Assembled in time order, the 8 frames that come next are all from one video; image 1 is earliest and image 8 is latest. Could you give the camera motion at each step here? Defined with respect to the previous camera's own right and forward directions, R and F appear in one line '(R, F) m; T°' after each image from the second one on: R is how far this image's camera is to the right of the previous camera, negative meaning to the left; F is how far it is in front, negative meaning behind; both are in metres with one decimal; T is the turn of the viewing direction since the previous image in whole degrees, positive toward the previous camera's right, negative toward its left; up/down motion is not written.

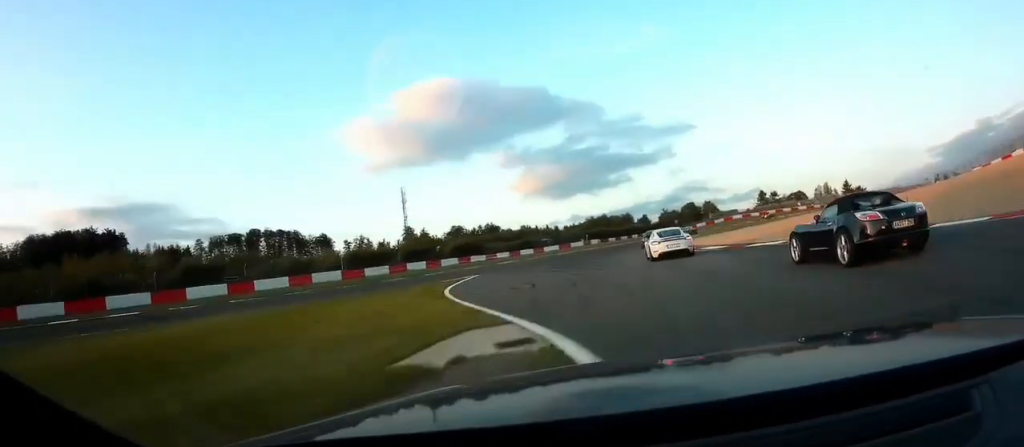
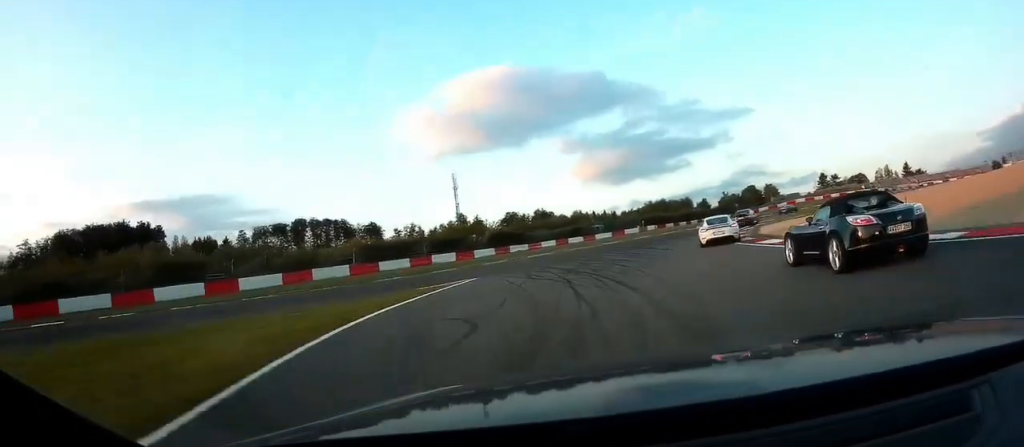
(-0.5, +10.1) m; -3°
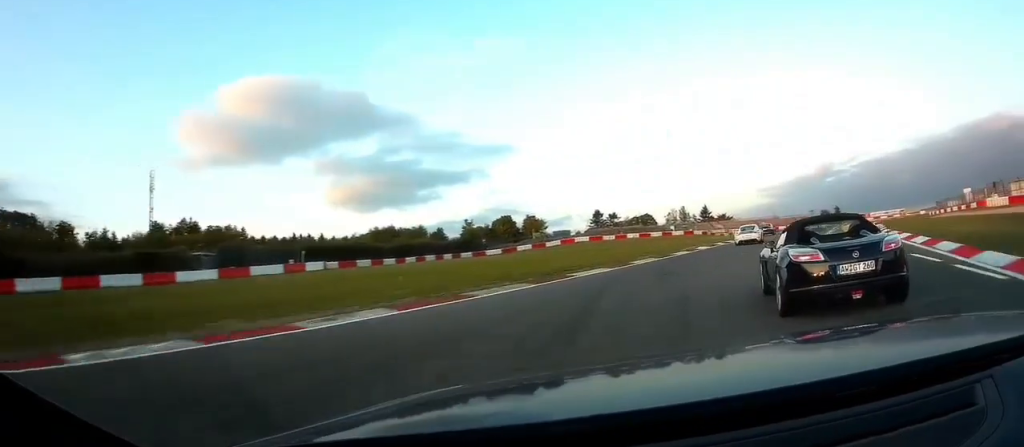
(-0.6, +55.9) m; +7°
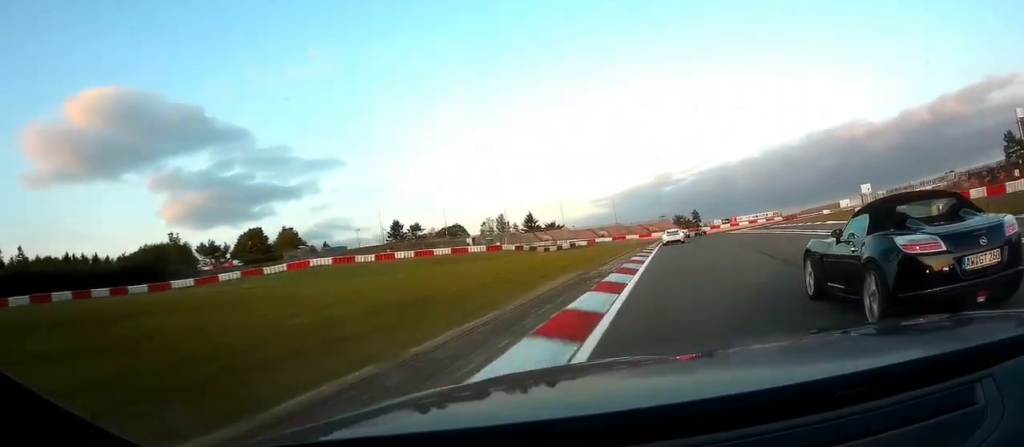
(+6.5, +45.0) m; +16°
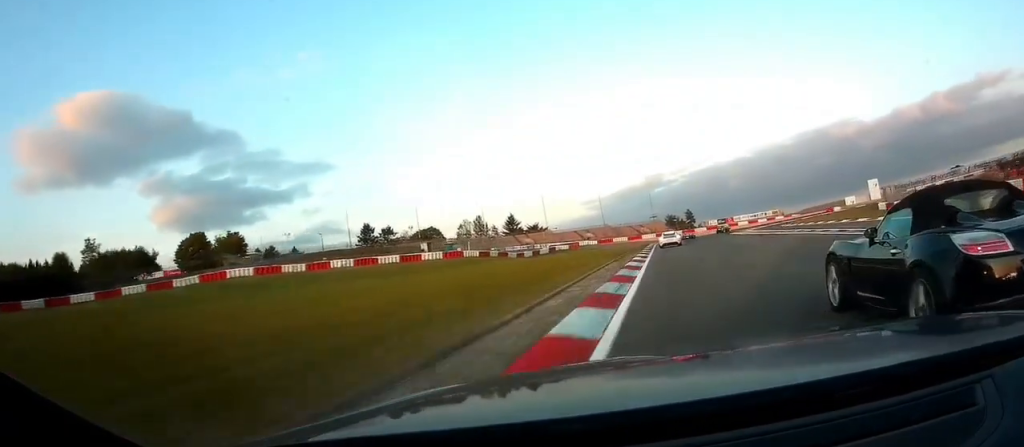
(+0.9, +15.6) m; +3°
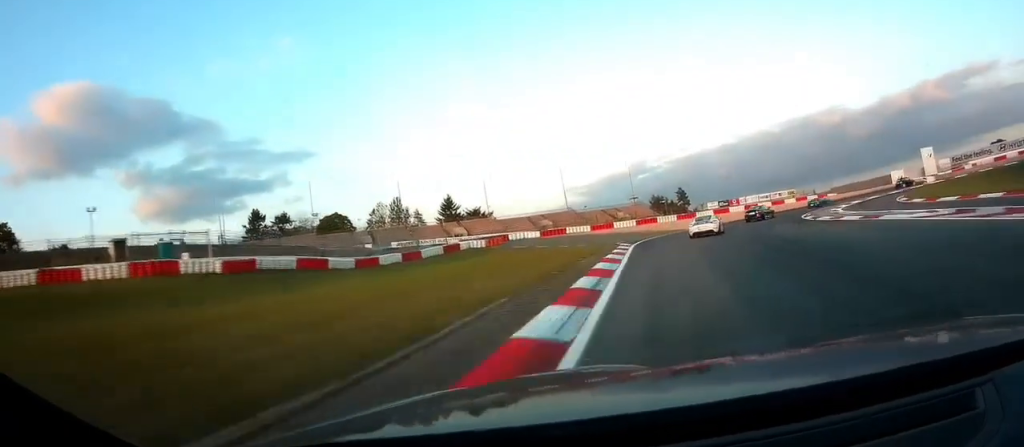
(+2.8, +51.8) m; +5°
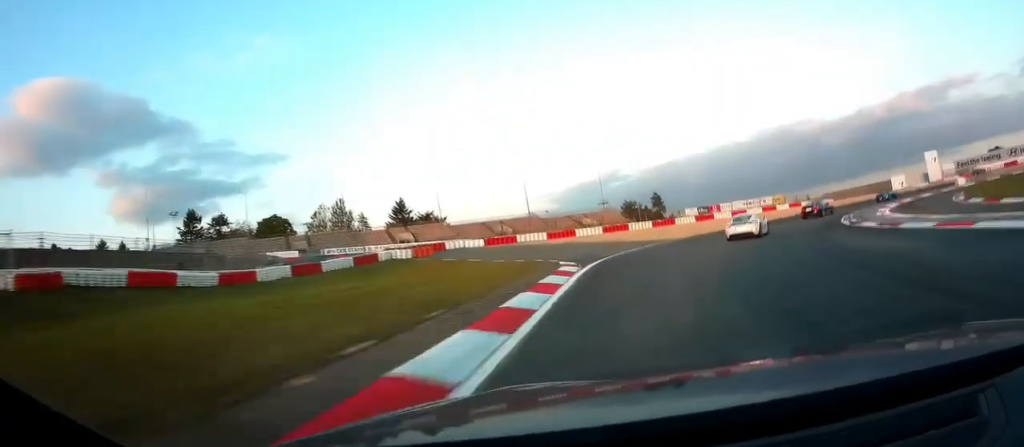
(0.0, +18.1) m; +1°
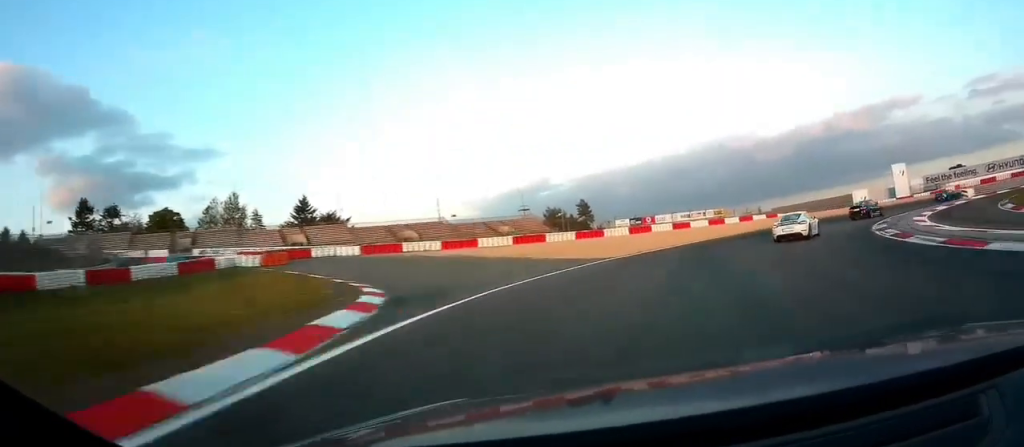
(+0.2, +21.1) m; +2°
